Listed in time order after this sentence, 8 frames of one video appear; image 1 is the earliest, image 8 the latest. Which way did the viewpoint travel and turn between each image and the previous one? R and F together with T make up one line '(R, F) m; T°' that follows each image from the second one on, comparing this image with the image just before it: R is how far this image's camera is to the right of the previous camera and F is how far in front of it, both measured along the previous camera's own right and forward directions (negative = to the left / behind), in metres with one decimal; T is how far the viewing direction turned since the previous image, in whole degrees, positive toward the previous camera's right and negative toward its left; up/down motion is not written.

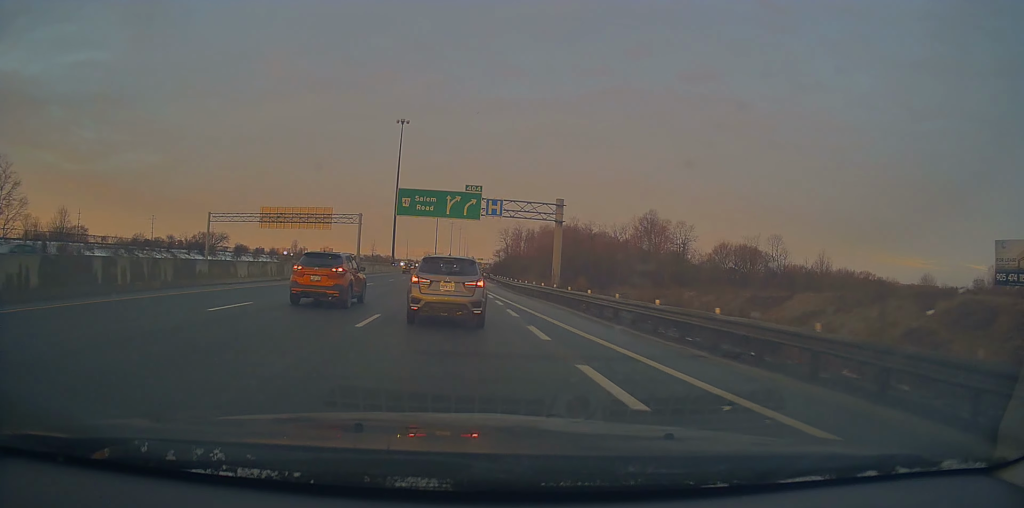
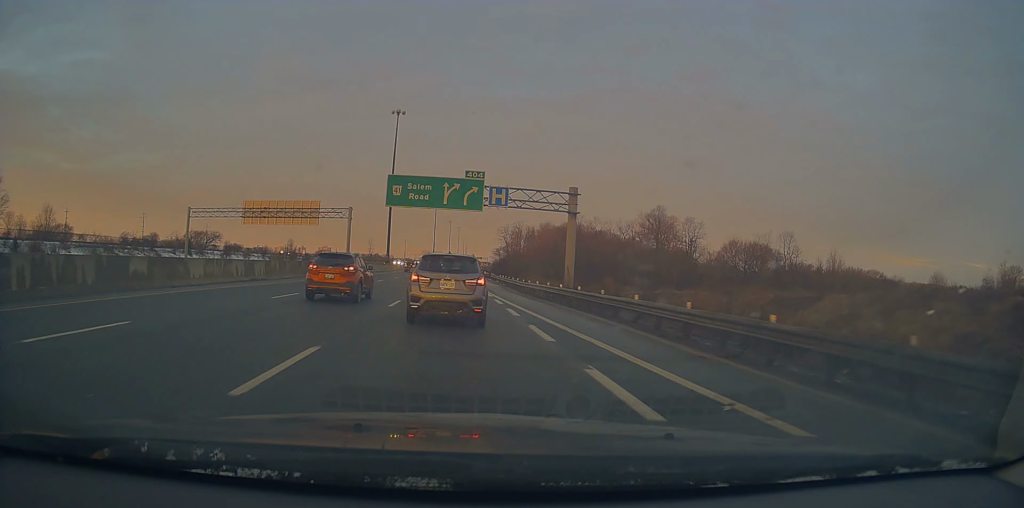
(+0.5, +6.6) m; 0°
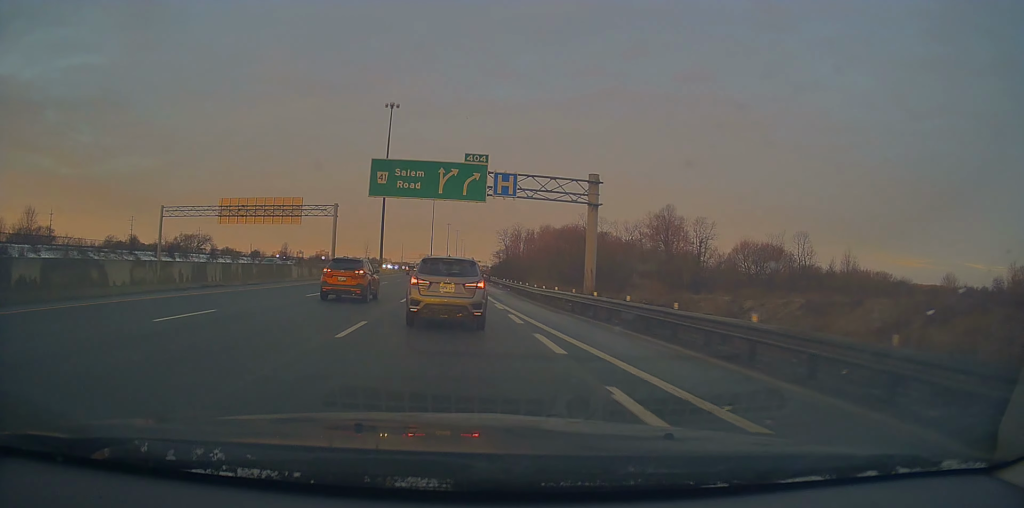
(+0.4, +7.6) m; 0°
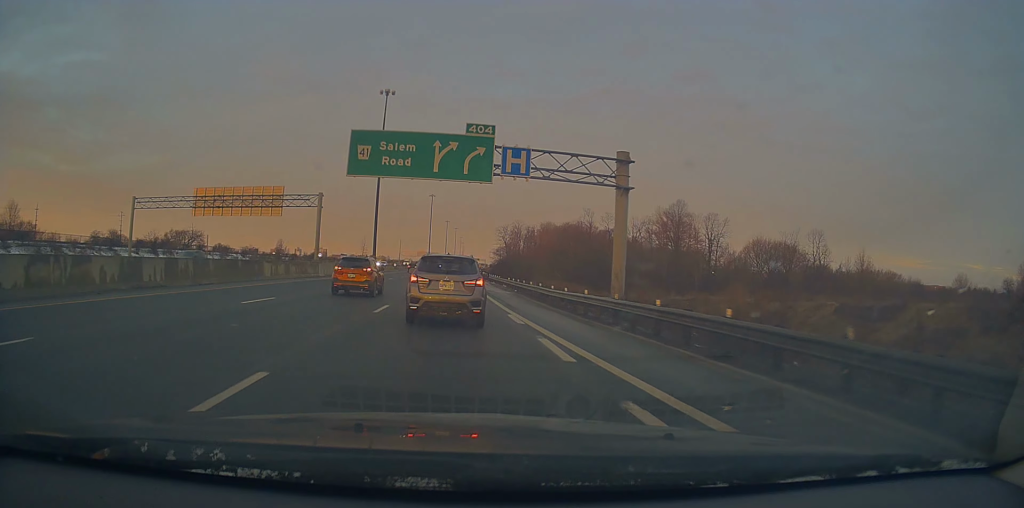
(-0.6, +7.2) m; -1°
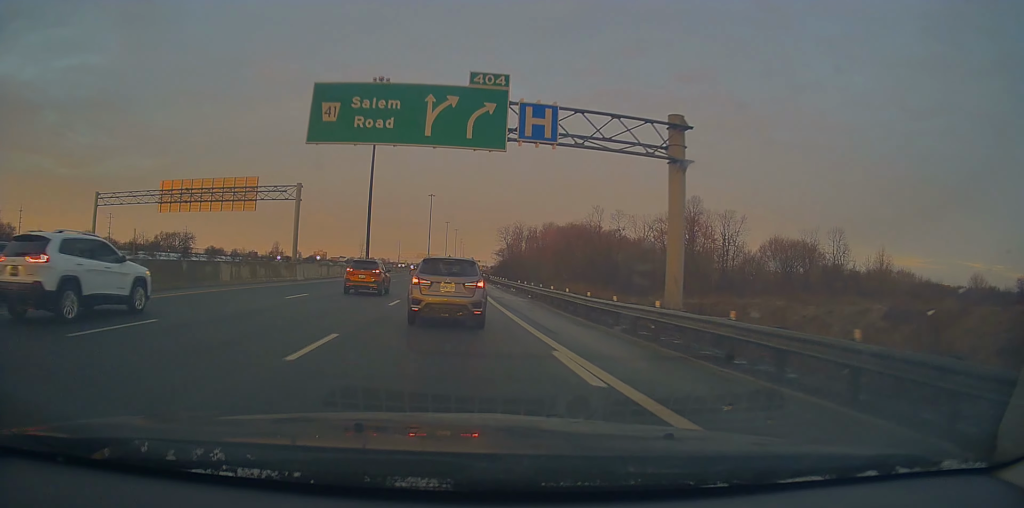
(-0.4, +8.2) m; -1°
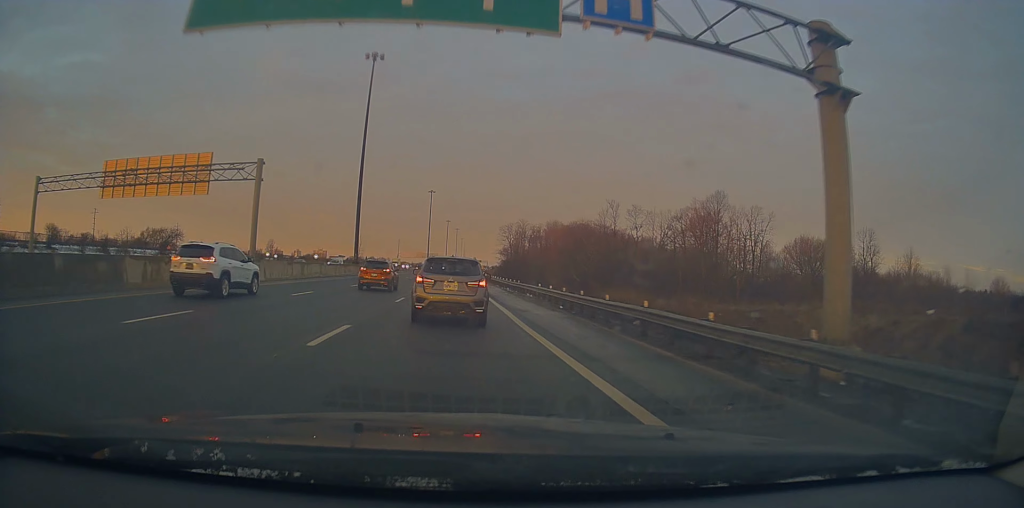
(+0.4, +10.7) m; +2°
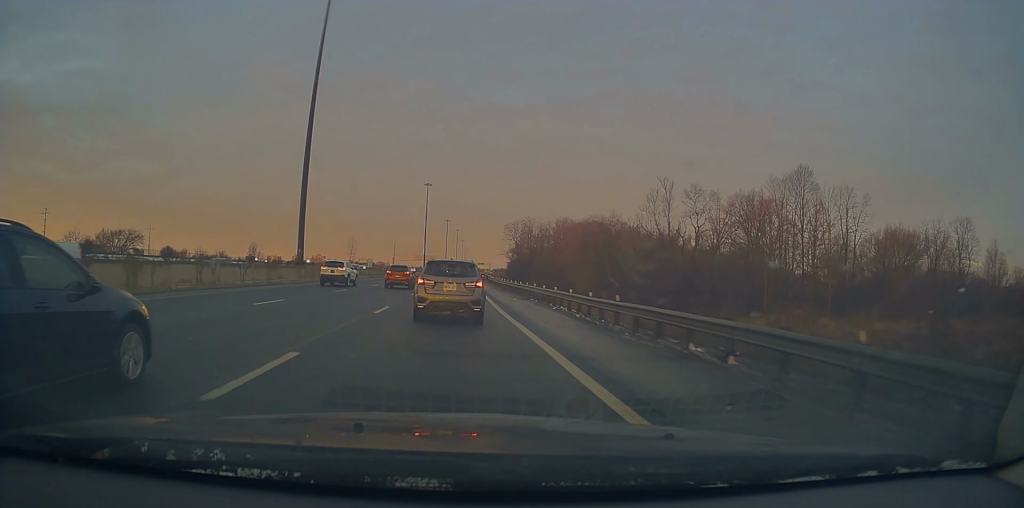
(-0.2, +27.3) m; 0°
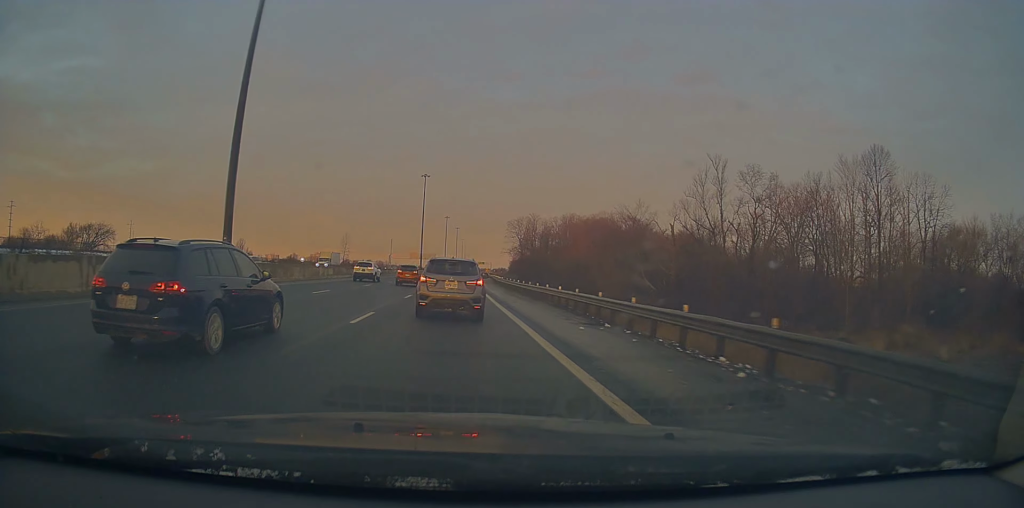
(+0.2, +16.4) m; +1°
